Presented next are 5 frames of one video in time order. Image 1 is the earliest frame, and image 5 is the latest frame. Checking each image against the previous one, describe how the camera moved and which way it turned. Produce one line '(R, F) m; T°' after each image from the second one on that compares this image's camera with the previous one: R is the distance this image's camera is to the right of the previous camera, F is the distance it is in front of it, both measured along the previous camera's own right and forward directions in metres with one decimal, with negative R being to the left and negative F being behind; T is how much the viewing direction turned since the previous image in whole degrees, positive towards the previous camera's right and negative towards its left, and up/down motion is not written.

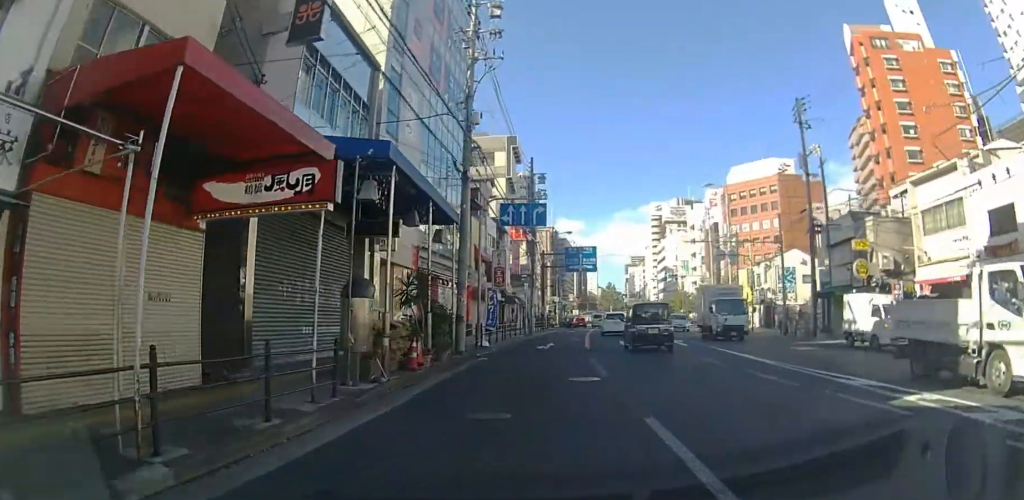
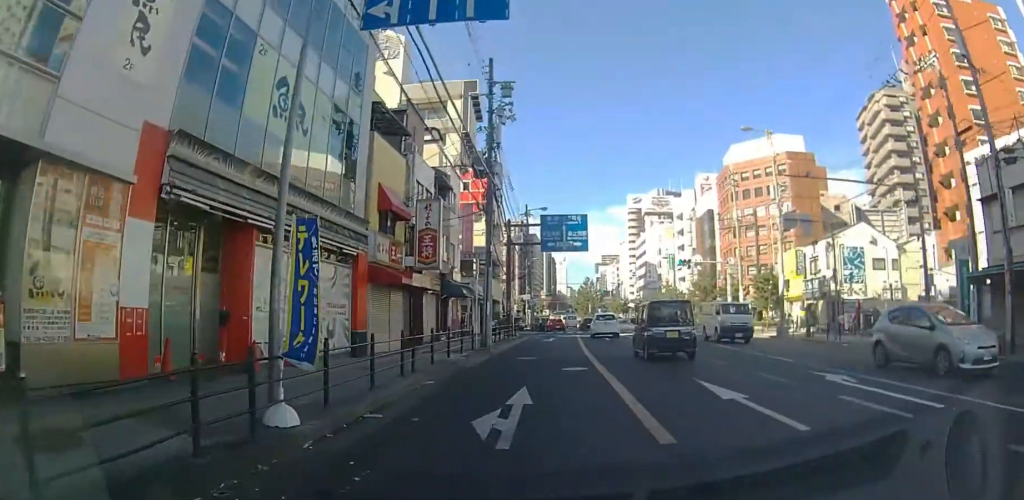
(-0.4, +17.1) m; -1°
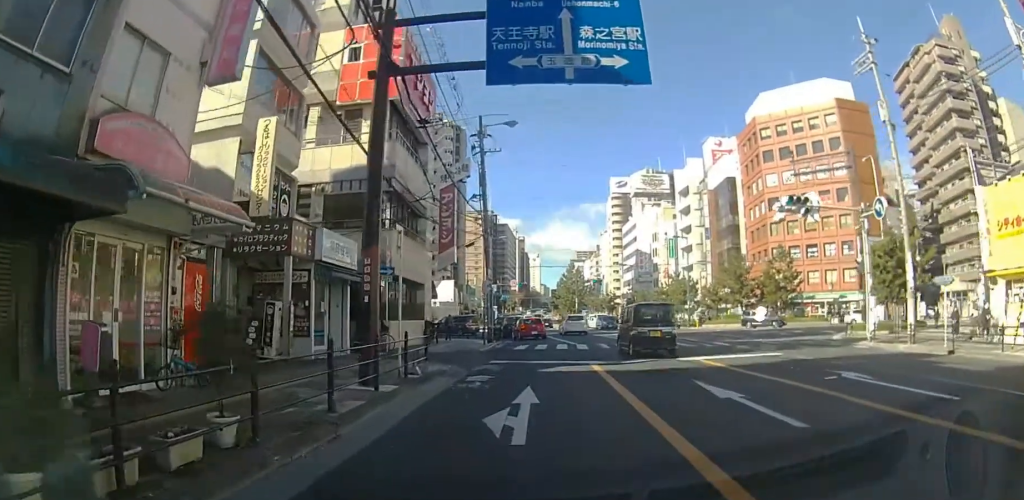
(+1.1, +26.5) m; +5°
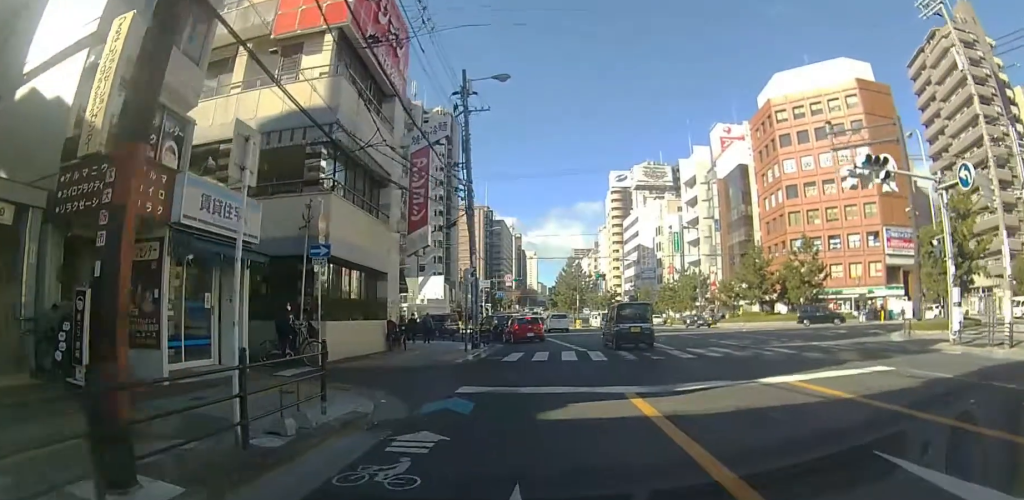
(0.0, +7.4) m; +2°
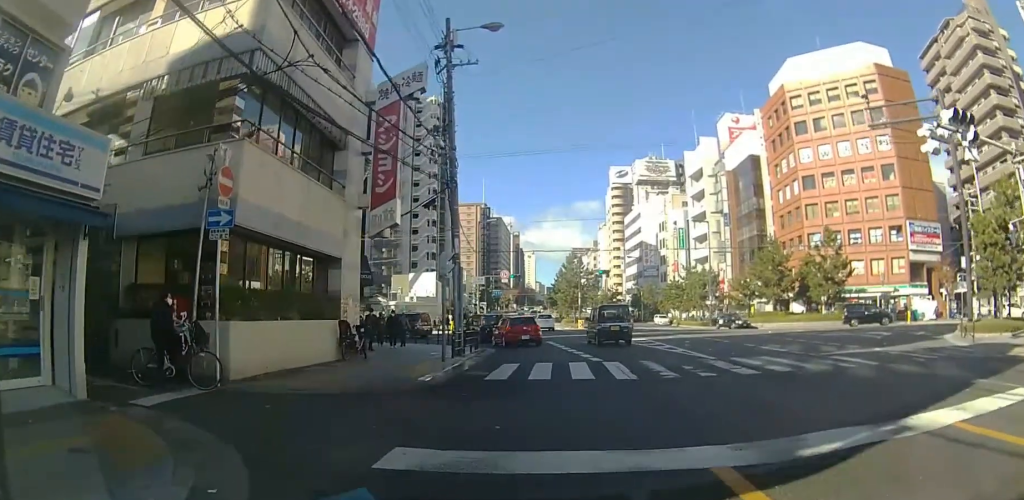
(+0.3, +5.8) m; +2°
